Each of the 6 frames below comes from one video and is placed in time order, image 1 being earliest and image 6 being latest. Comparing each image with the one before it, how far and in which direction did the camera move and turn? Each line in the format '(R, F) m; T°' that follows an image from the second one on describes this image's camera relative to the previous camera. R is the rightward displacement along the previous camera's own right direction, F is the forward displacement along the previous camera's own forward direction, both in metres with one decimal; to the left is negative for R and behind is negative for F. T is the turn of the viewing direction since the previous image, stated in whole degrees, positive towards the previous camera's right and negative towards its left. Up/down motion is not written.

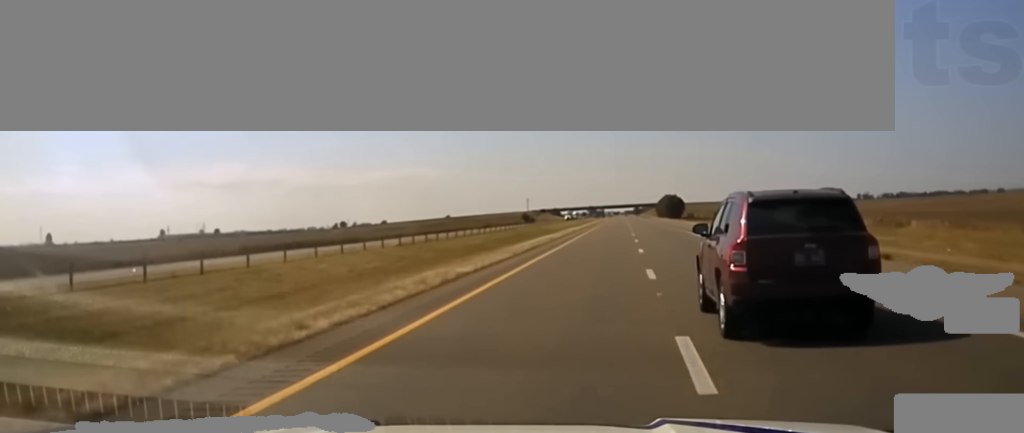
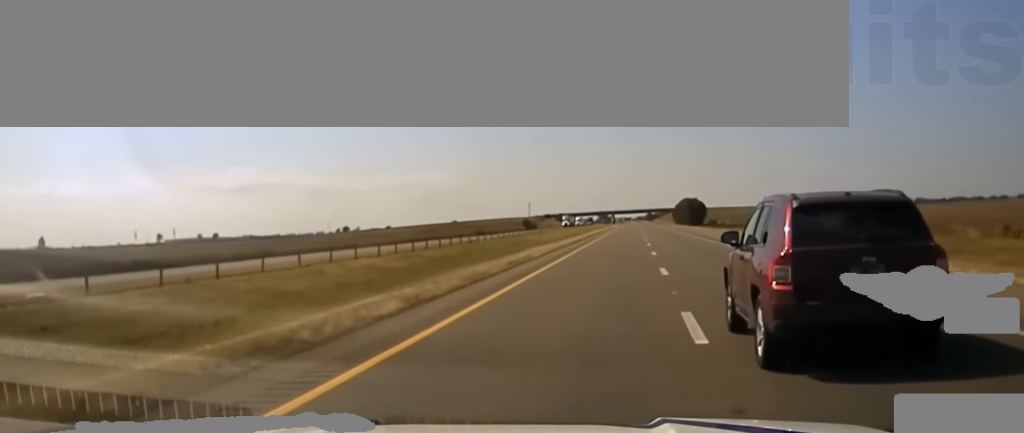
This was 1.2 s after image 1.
(-0.1, +41.4) m; 0°
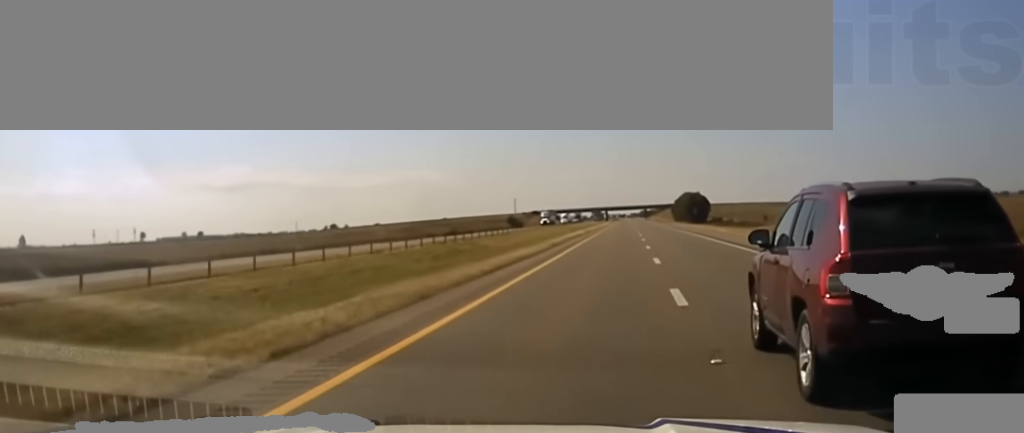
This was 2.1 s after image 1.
(-0.1, +30.0) m; 0°
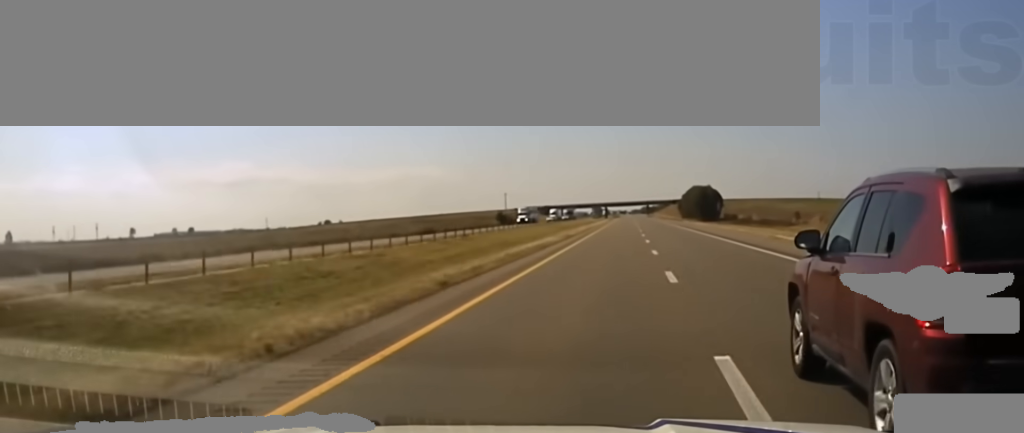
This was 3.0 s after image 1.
(-0.1, +31.1) m; 0°
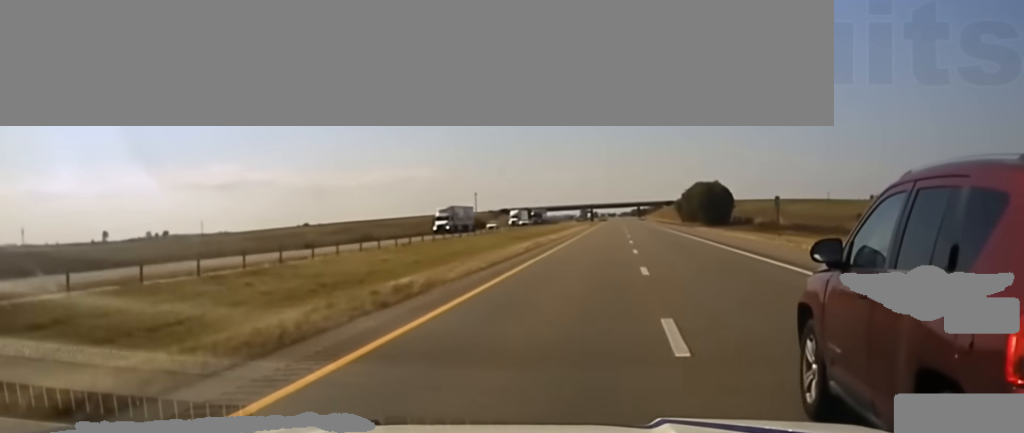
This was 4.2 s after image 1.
(+0.3, +44.0) m; +1°
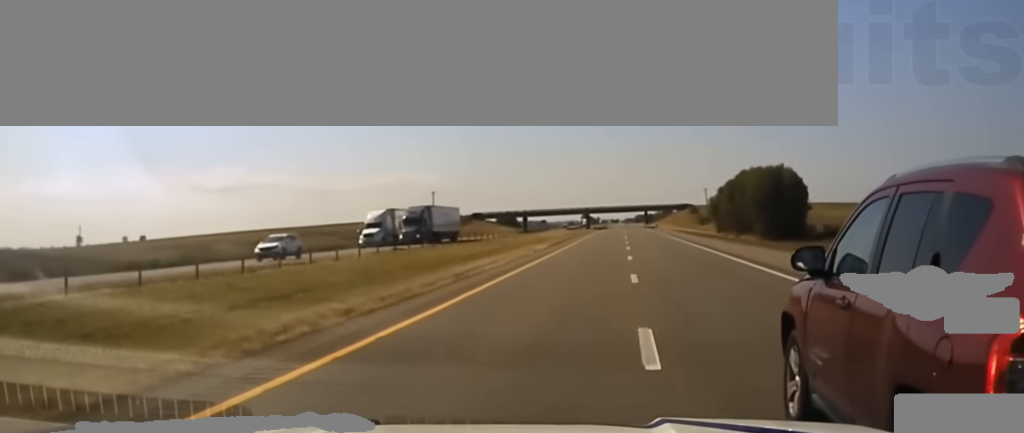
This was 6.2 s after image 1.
(+0.1, +79.7) m; 0°
